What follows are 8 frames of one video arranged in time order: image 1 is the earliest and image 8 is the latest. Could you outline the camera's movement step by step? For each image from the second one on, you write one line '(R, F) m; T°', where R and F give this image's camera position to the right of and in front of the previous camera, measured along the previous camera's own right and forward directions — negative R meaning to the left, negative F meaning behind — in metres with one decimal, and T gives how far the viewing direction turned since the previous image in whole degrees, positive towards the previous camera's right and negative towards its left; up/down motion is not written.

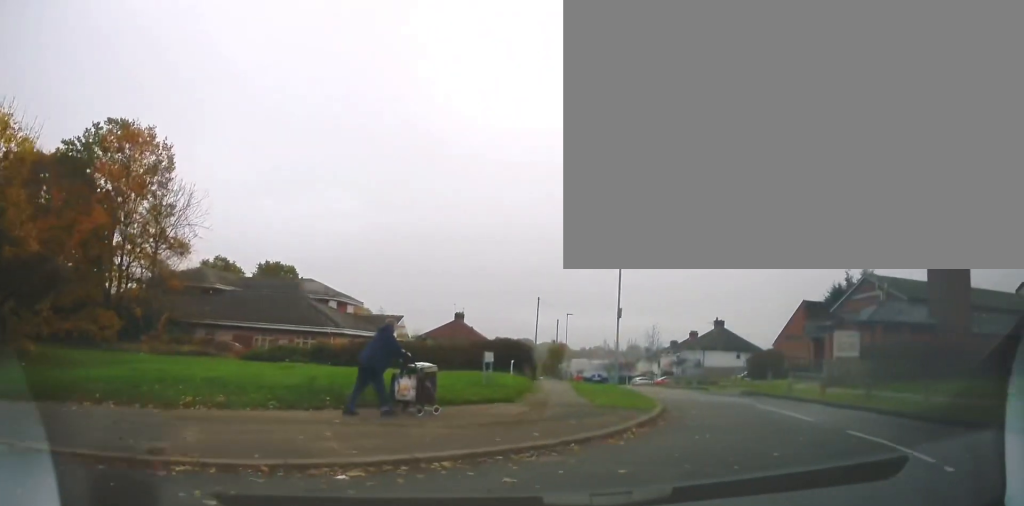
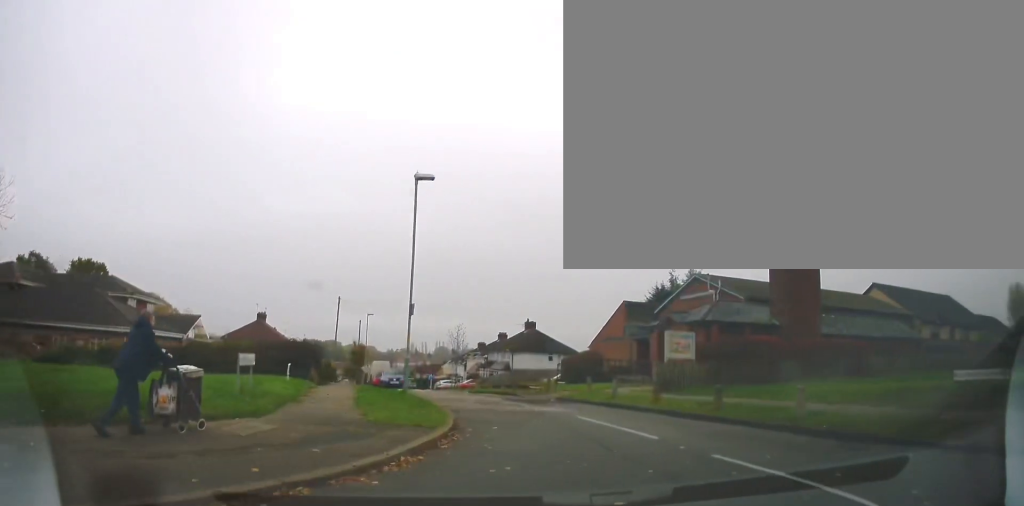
(+0.9, +2.4) m; +11°
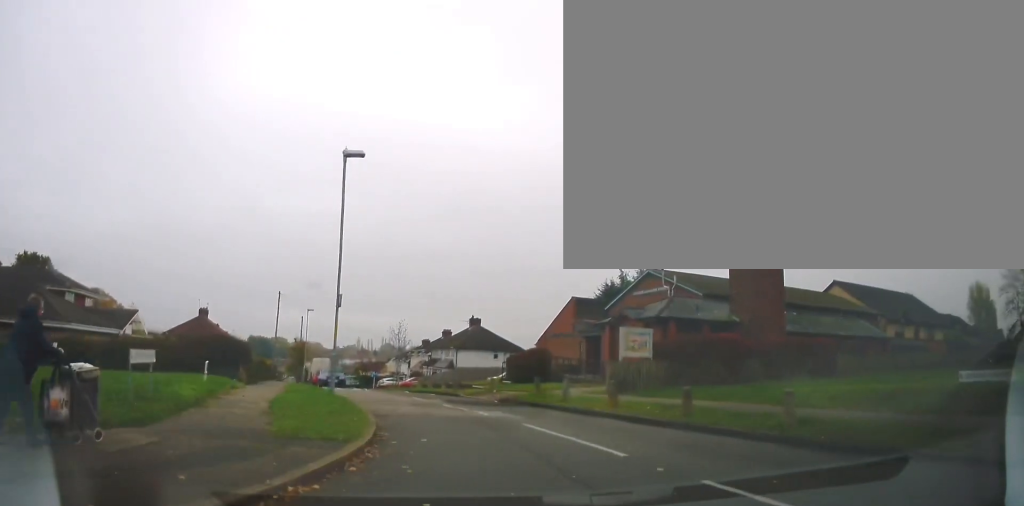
(+0.2, +1.8) m; +5°
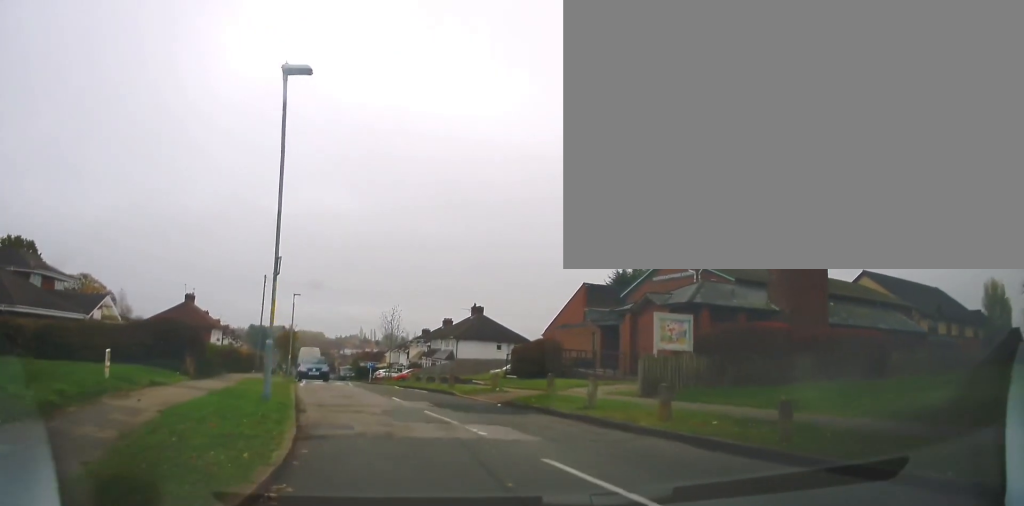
(-0.3, +4.7) m; -4°
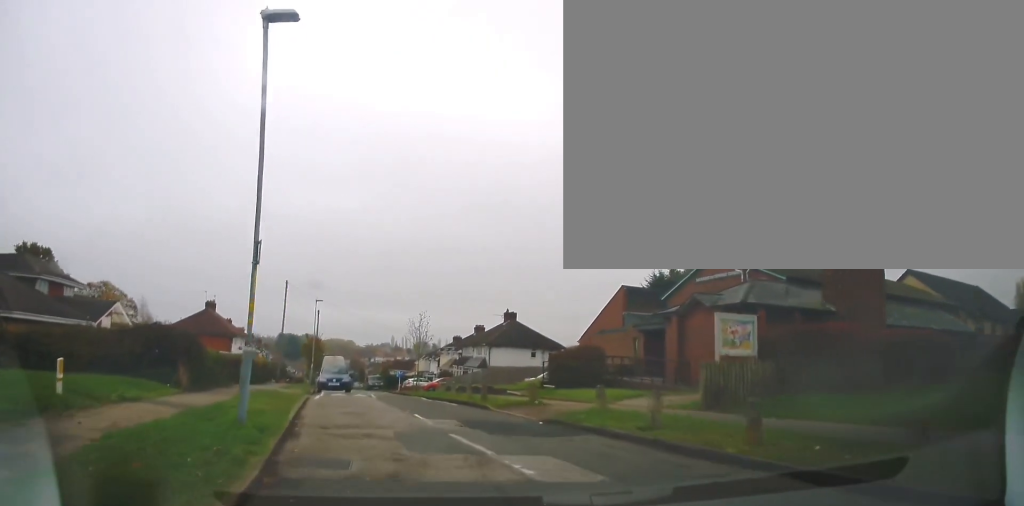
(+0.1, +2.5) m; -2°
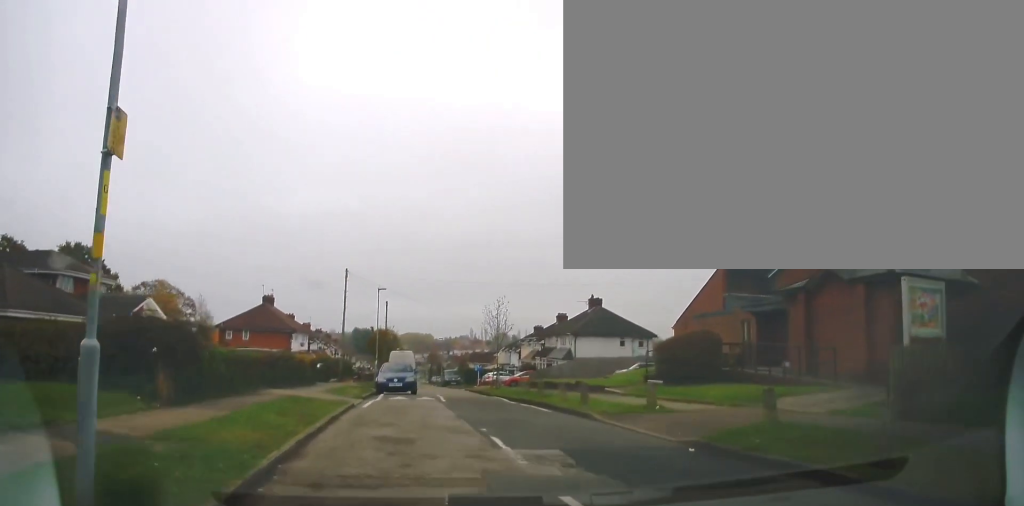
(-0.4, +5.0) m; -8°
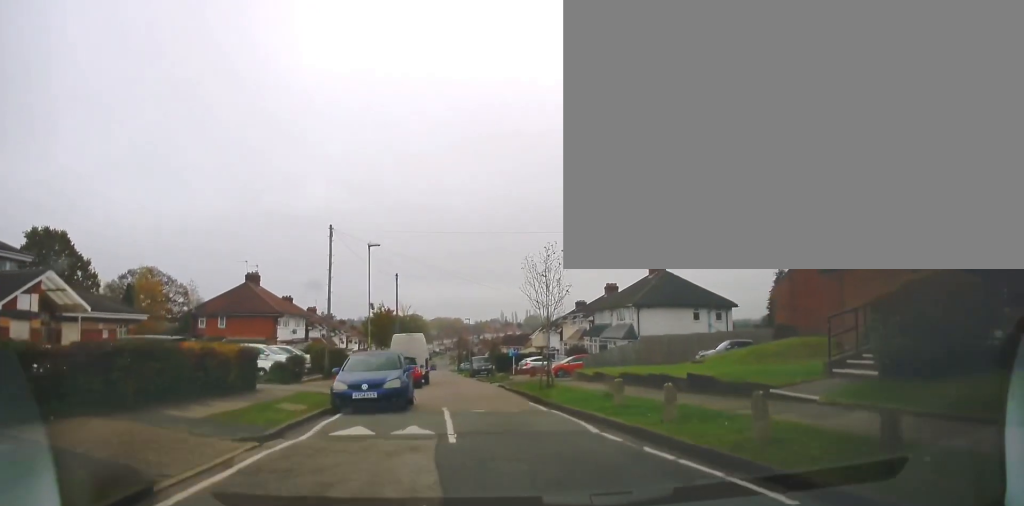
(+0.2, +11.8) m; 0°
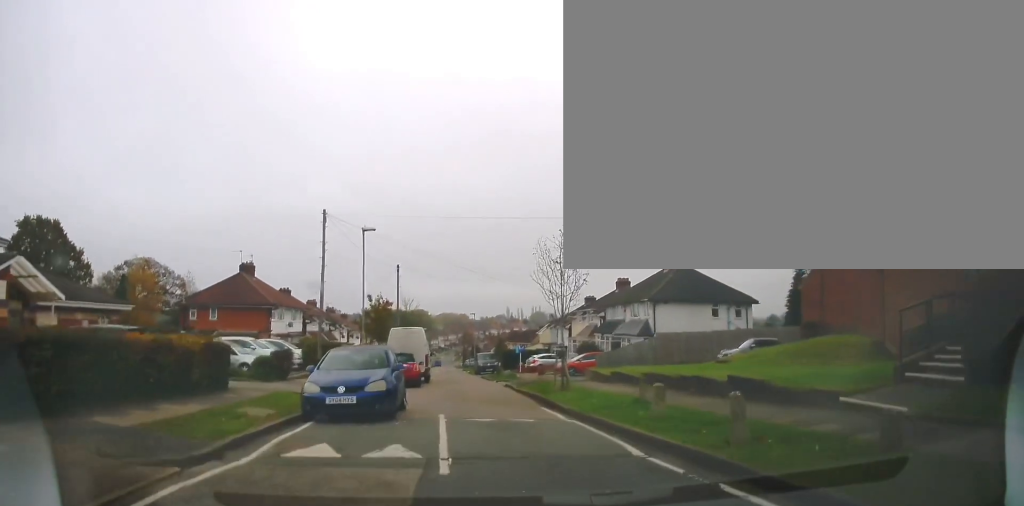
(-0.3, +2.5) m; -1°
